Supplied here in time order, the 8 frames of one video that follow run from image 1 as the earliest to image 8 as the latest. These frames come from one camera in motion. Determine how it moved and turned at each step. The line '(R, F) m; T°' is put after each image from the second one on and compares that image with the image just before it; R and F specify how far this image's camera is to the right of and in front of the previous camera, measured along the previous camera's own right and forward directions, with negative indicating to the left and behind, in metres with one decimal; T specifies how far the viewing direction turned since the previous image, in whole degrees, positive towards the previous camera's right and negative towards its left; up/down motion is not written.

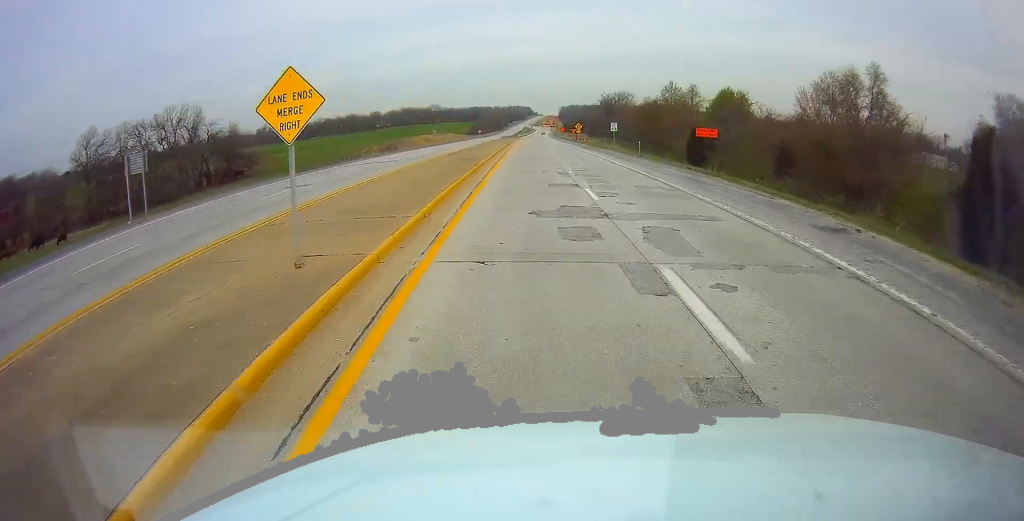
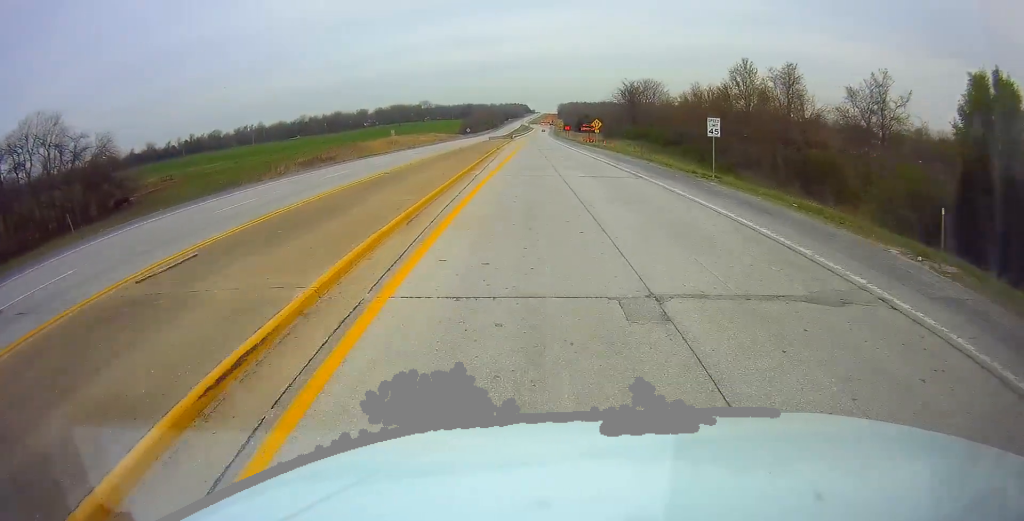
(+0.4, +39.1) m; 0°
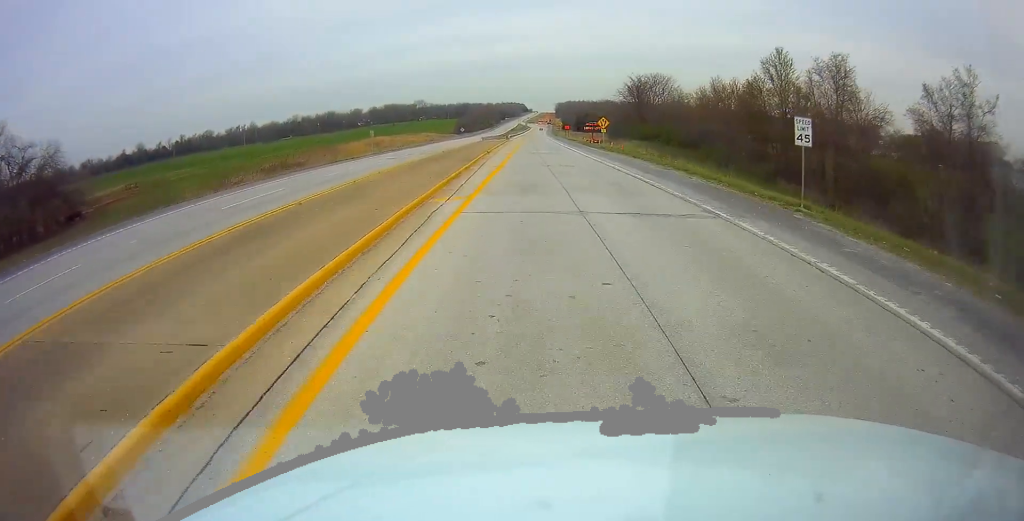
(0.0, +11.3) m; -1°
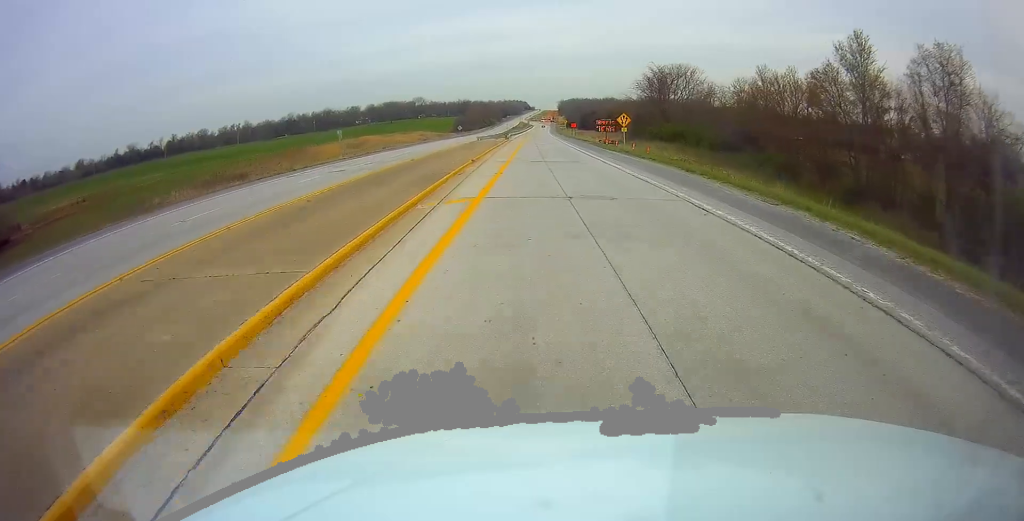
(-0.2, +15.9) m; 0°
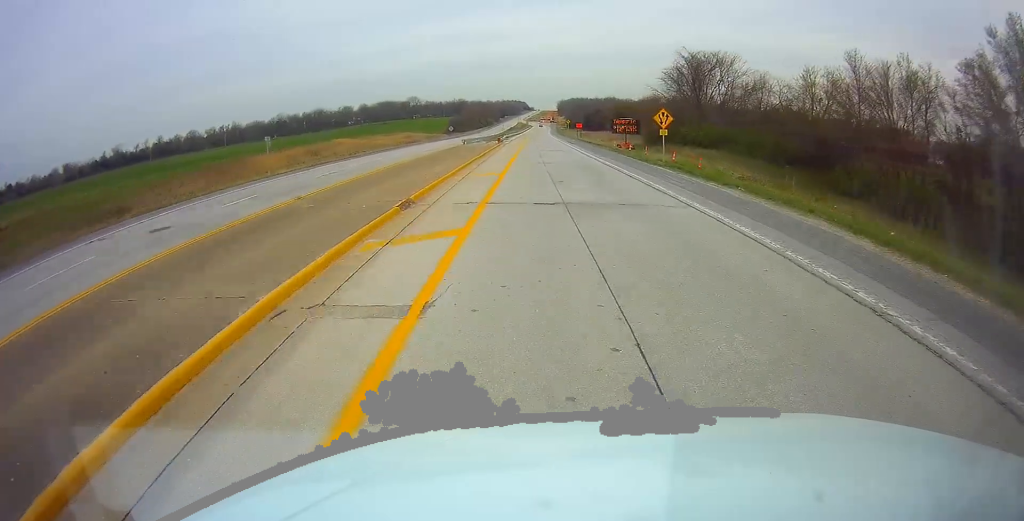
(0.0, +19.8) m; +1°
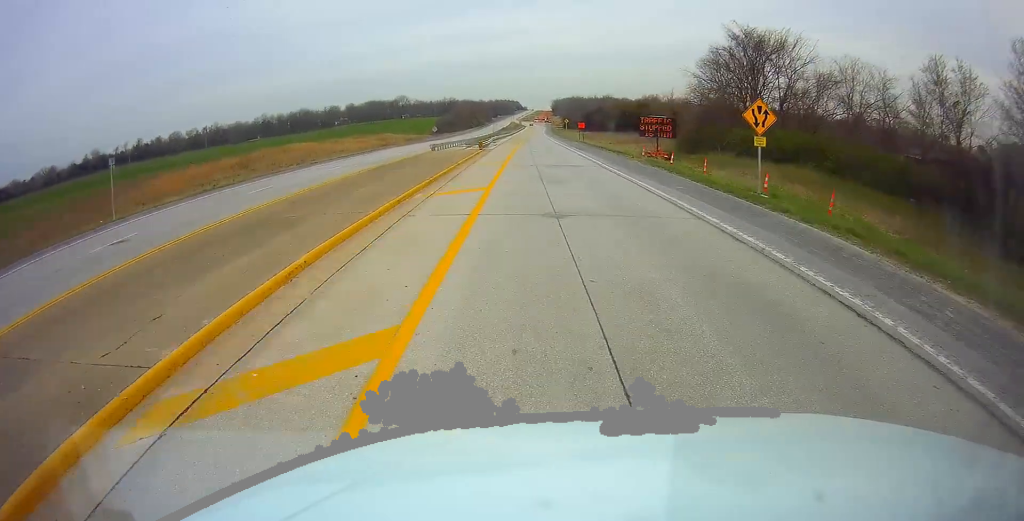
(+0.4, +20.8) m; +1°
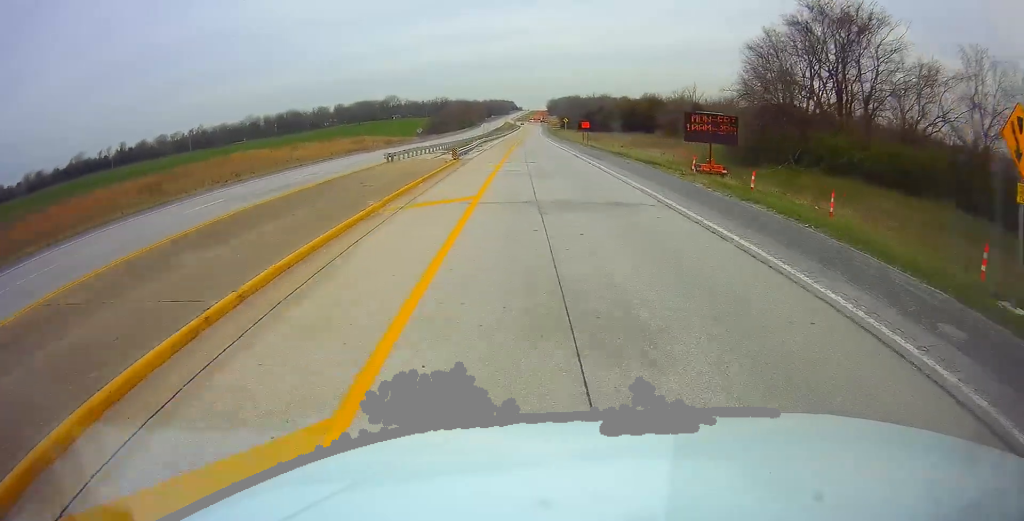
(+0.1, +16.5) m; -1°
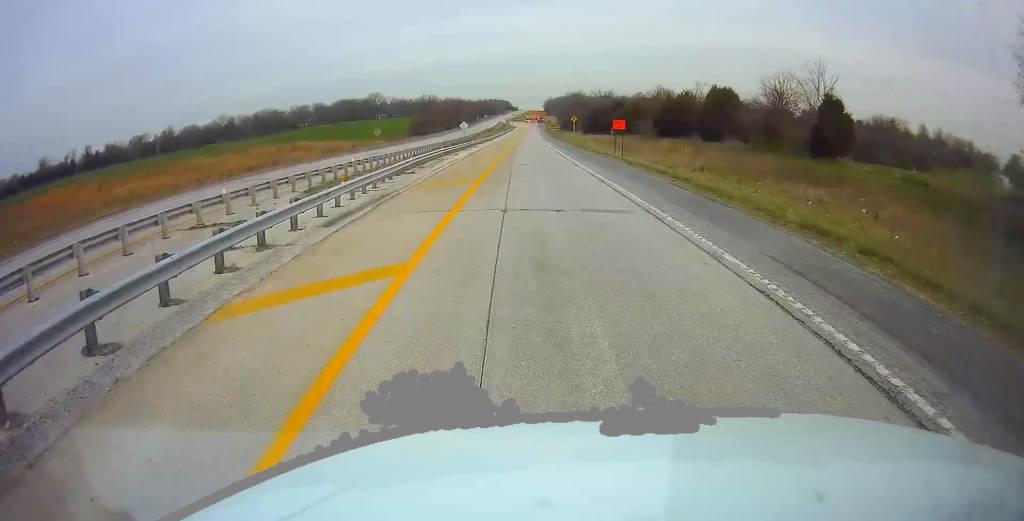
(0.0, +39.0) m; +1°
